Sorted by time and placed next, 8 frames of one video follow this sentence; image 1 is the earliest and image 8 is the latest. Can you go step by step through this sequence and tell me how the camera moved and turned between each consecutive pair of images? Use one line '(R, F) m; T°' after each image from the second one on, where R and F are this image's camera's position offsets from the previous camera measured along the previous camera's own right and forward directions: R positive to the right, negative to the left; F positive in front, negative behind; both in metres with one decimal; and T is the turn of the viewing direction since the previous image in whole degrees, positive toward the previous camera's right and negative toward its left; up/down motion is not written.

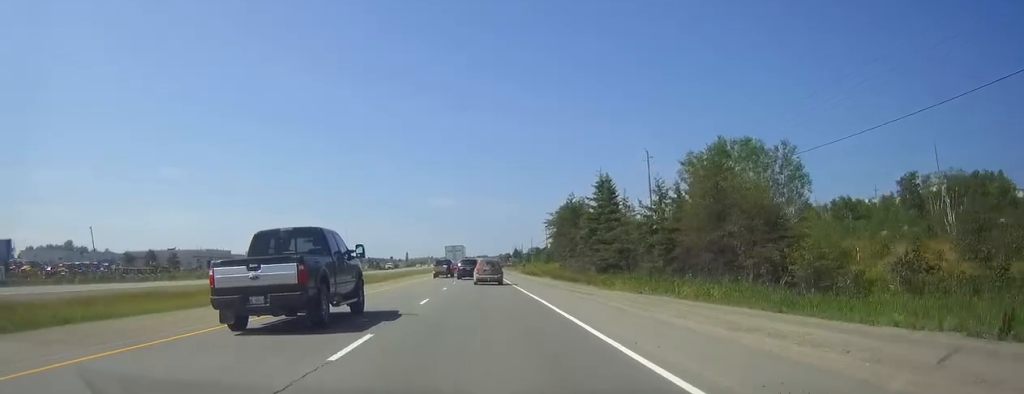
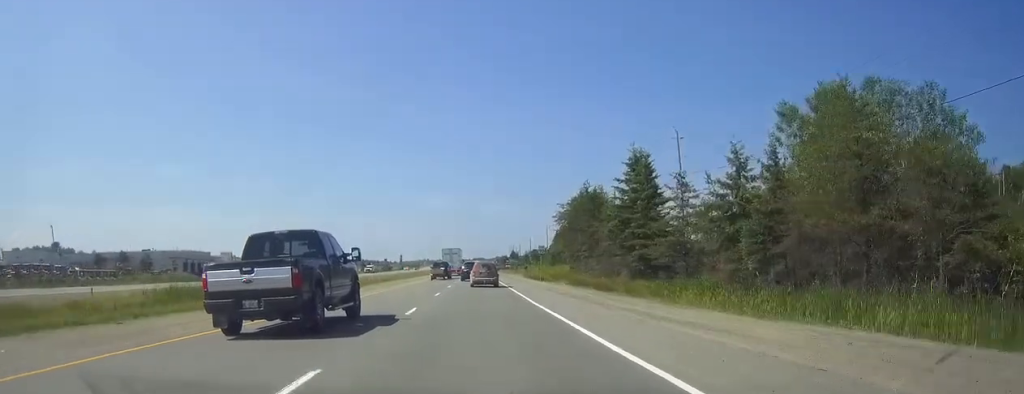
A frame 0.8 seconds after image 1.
(0.0, +15.3) m; 0°
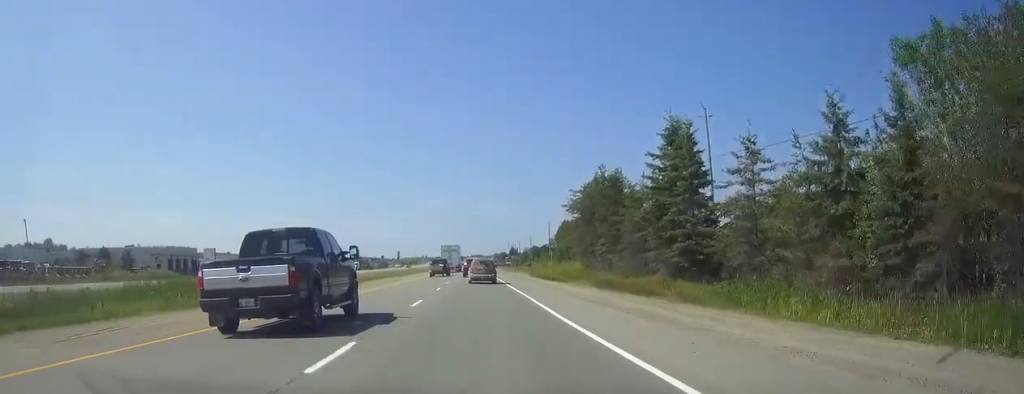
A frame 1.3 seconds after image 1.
(0.0, +9.7) m; 0°
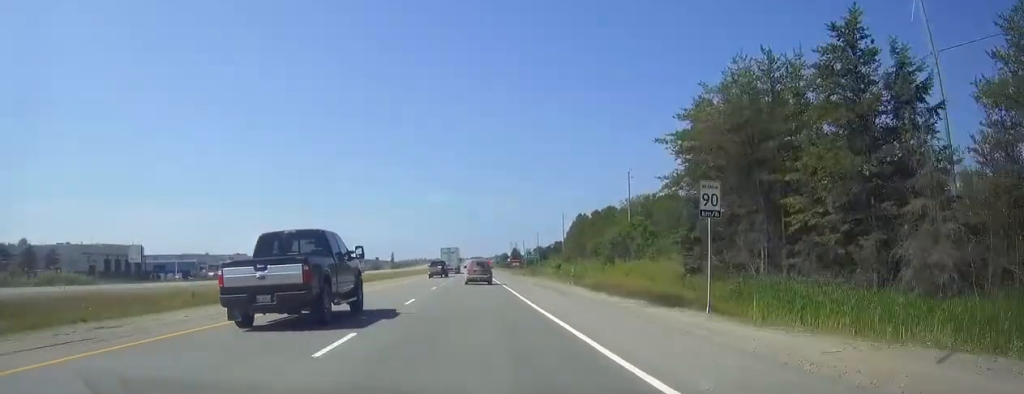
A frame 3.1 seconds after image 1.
(+0.2, +35.3) m; 0°
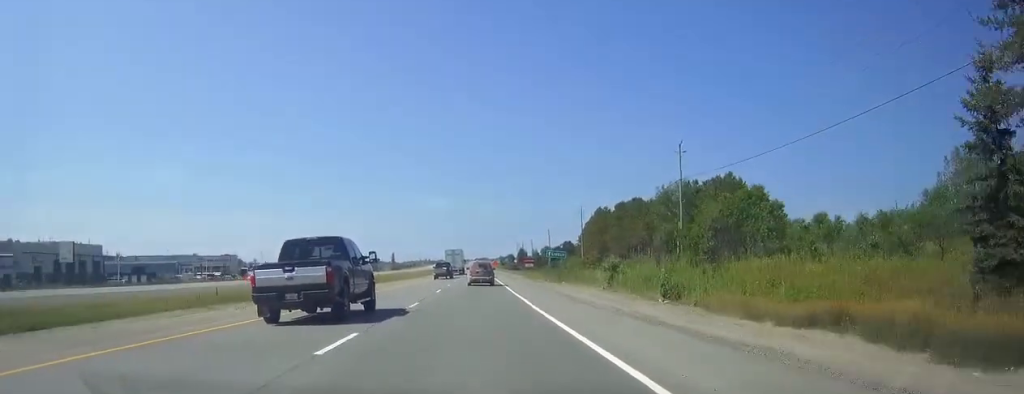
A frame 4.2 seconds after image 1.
(0.0, +24.1) m; 0°
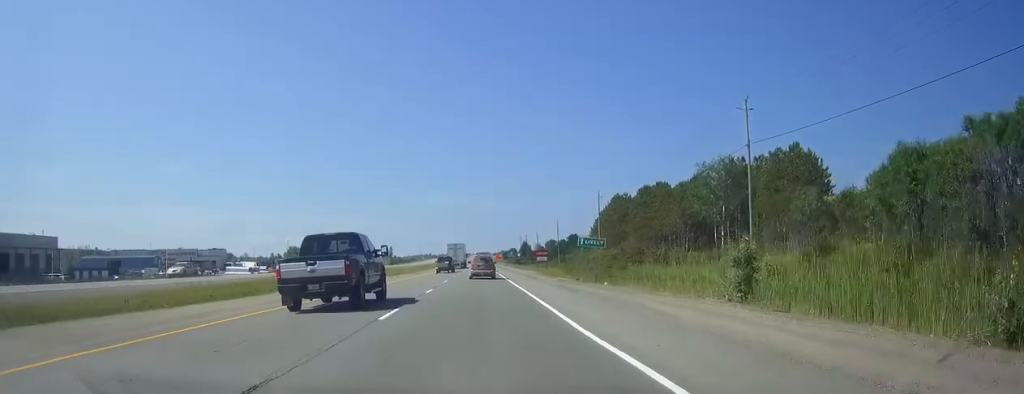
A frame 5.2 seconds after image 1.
(0.0, +19.7) m; 0°
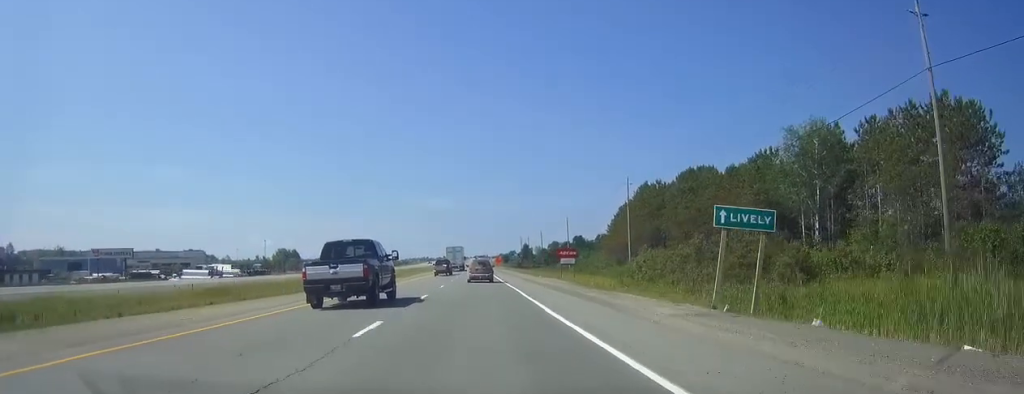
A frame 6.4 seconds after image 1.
(0.0, +26.7) m; 0°
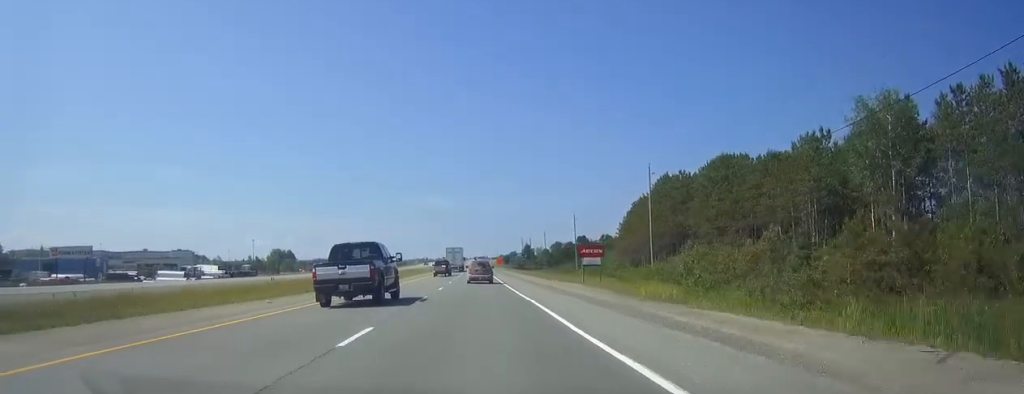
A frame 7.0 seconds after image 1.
(0.0, +13.2) m; 0°
